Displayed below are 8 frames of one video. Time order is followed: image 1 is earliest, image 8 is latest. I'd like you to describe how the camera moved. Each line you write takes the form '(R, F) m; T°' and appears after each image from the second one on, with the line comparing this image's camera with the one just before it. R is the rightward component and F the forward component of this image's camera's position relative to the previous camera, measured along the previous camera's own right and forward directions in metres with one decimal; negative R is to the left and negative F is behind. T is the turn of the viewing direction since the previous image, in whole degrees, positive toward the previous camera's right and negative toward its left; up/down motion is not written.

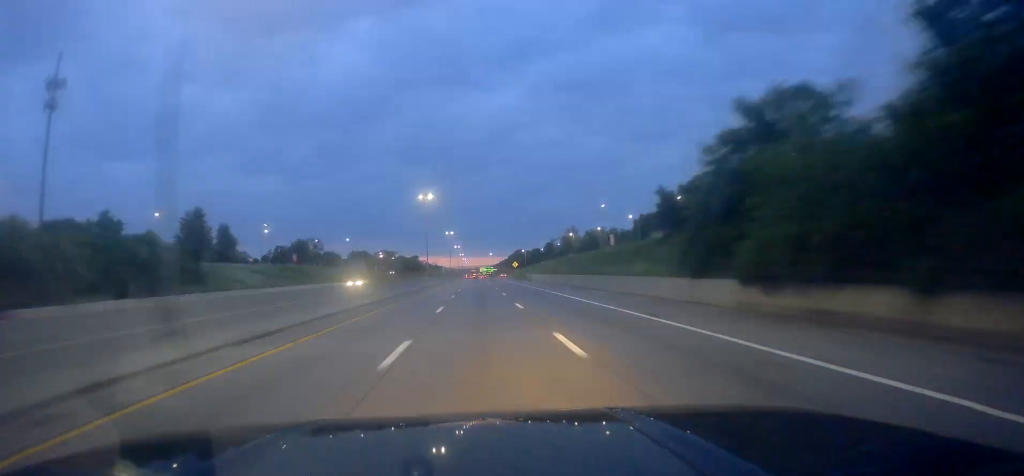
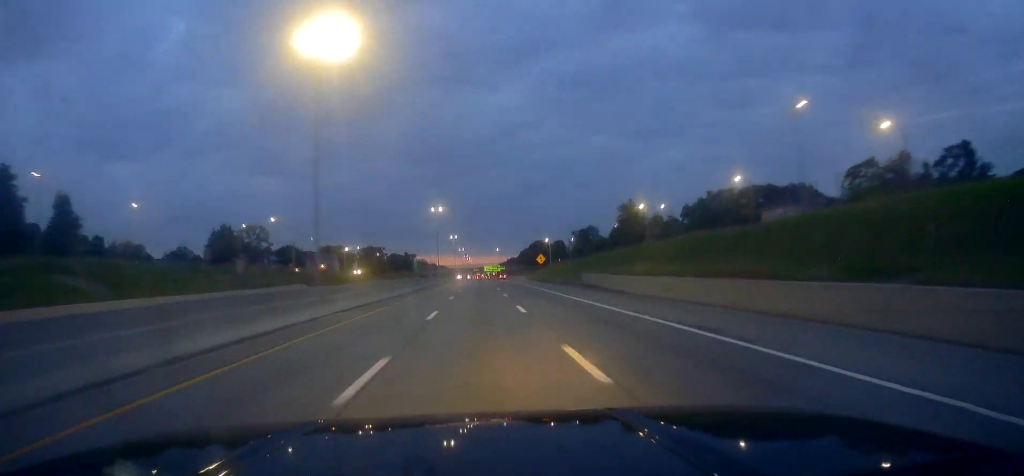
(-0.9, +63.3) m; -1°
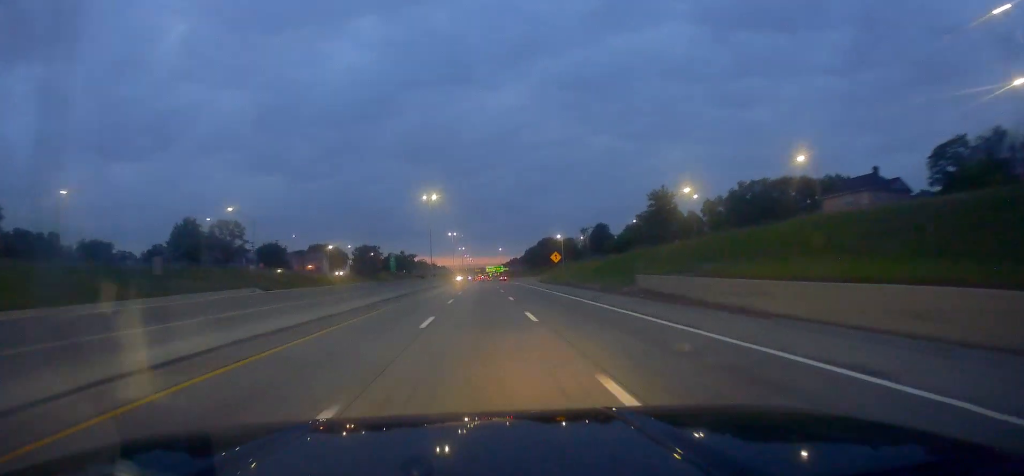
(+0.3, +19.2) m; 0°
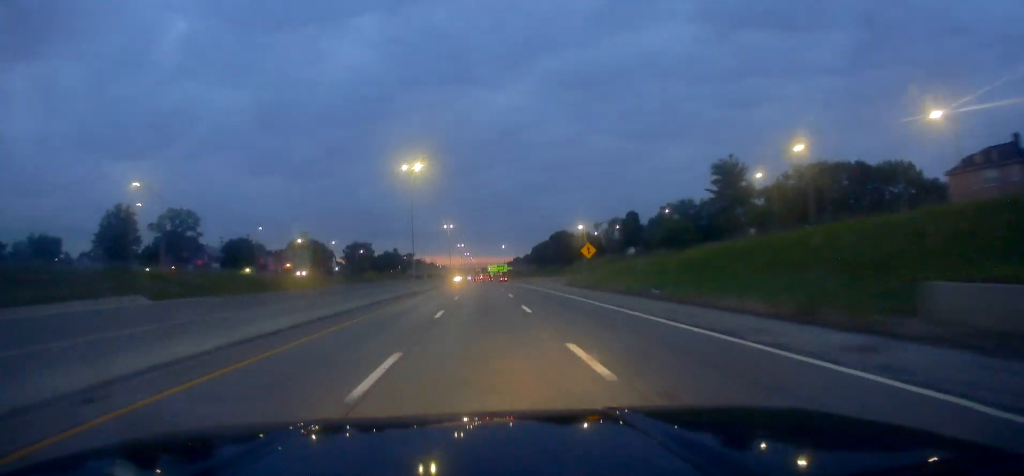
(0.0, +25.9) m; 0°
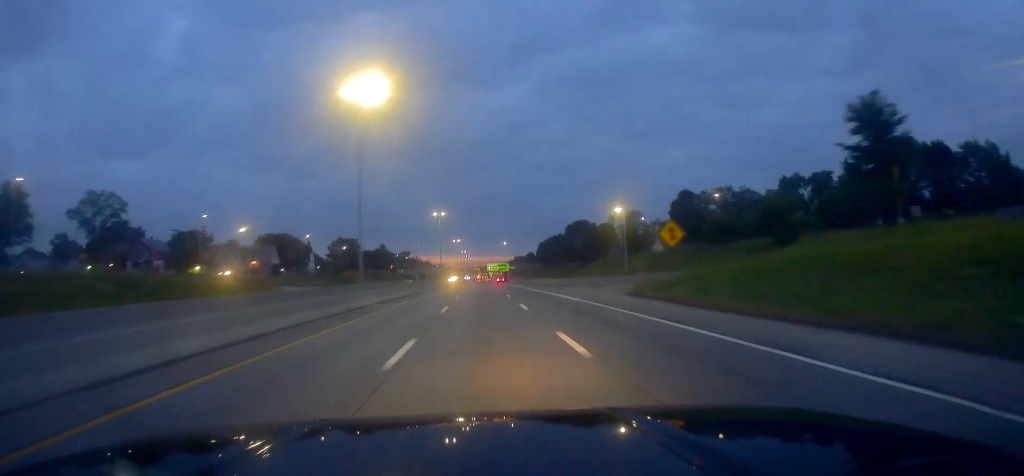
(-0.3, +28.1) m; -1°
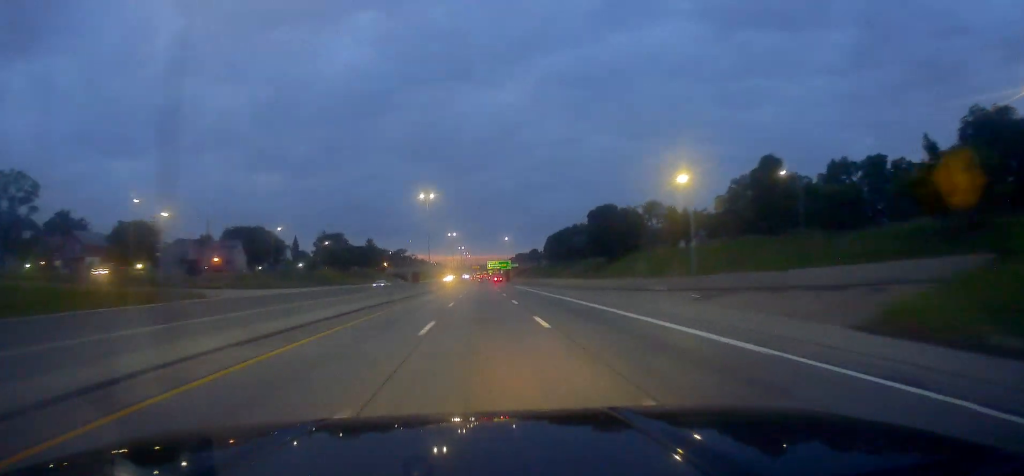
(+0.1, +23.6) m; -1°
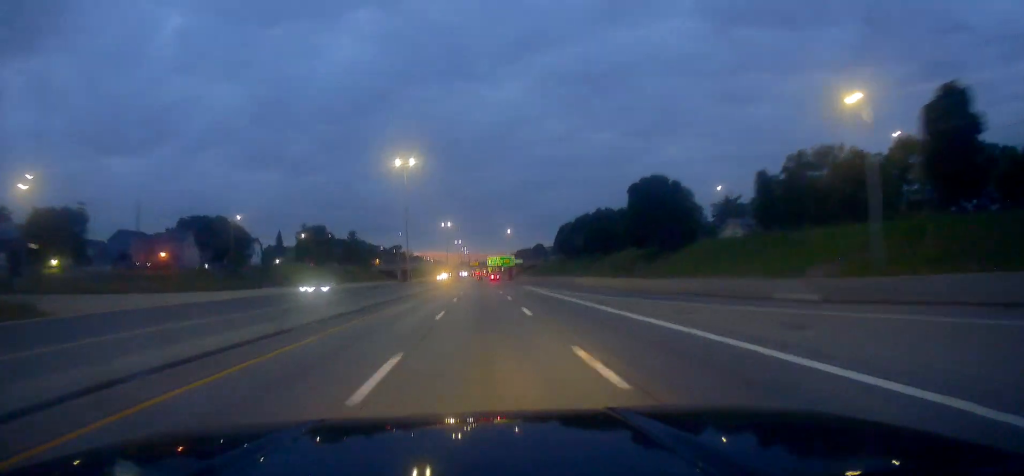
(-0.4, +24.5) m; +1°
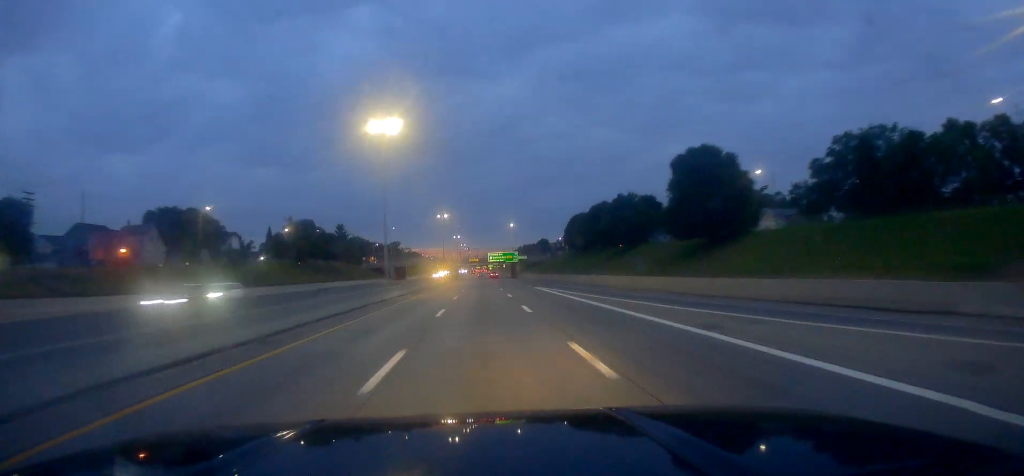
(-0.2, +14.5) m; 0°
